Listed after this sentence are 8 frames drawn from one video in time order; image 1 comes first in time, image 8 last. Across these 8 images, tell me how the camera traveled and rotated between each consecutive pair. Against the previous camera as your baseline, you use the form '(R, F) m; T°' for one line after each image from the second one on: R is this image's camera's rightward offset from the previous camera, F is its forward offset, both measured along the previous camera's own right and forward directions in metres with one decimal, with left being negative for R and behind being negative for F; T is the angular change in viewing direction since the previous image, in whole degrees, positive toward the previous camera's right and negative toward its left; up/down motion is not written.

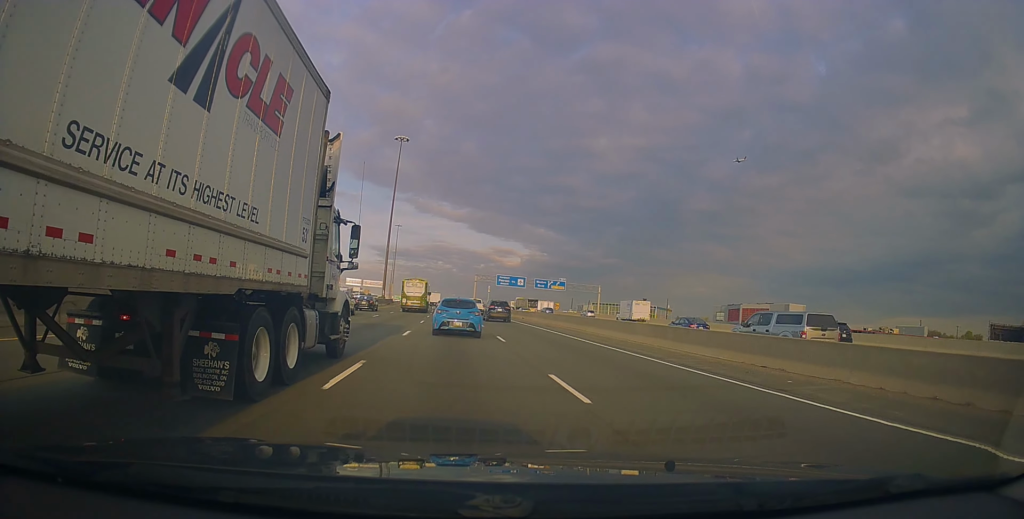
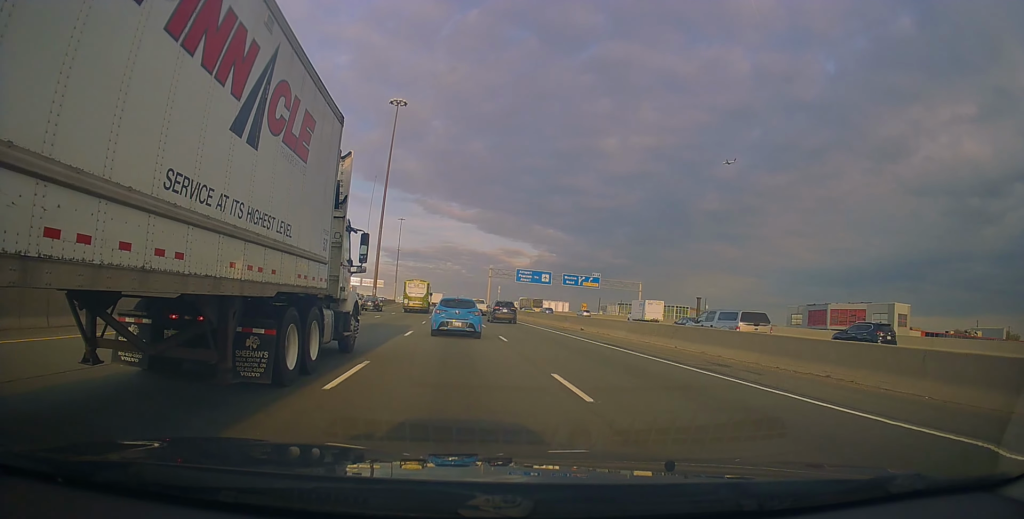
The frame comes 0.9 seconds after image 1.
(-0.3, +24.3) m; -1°
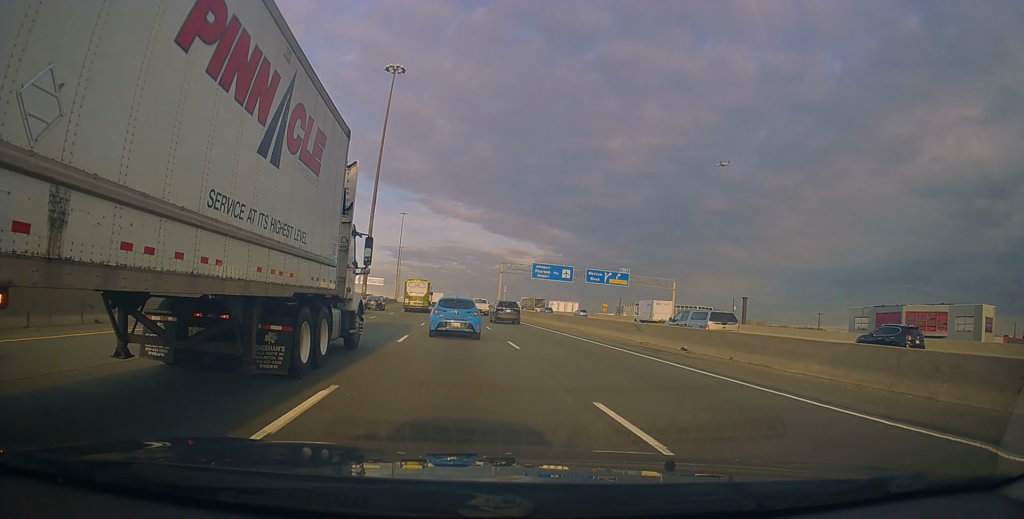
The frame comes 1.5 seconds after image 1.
(-0.2, +15.7) m; 0°
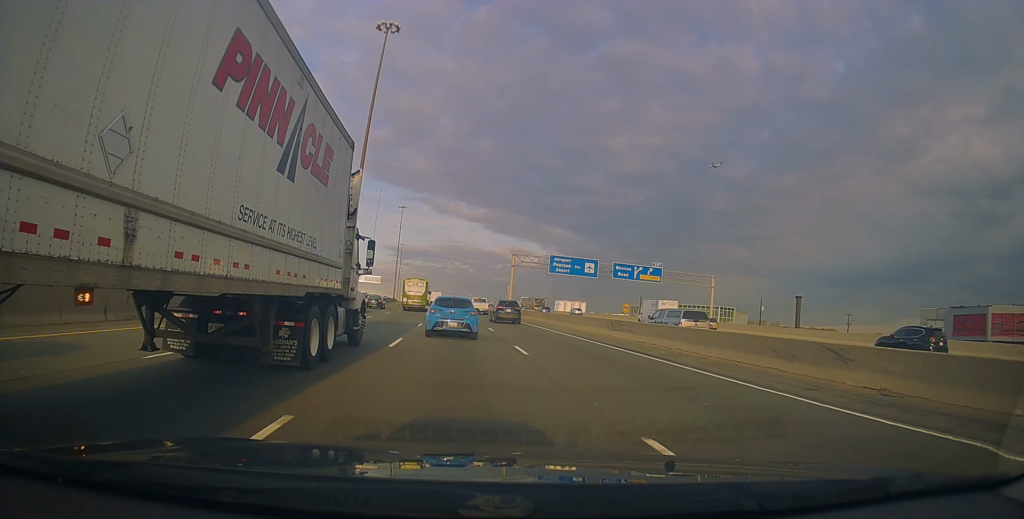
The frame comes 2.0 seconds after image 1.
(0.0, +14.3) m; 0°
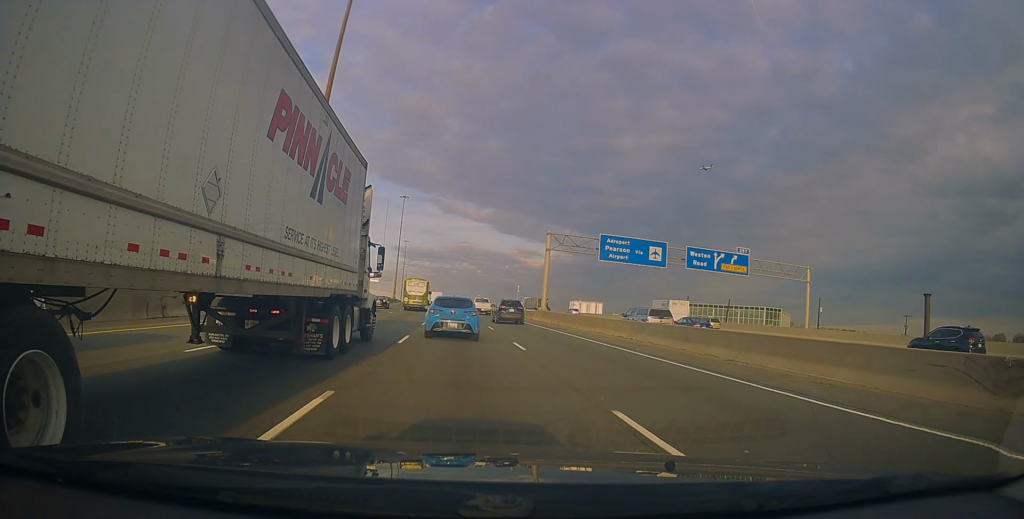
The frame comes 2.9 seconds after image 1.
(+0.2, +22.7) m; 0°
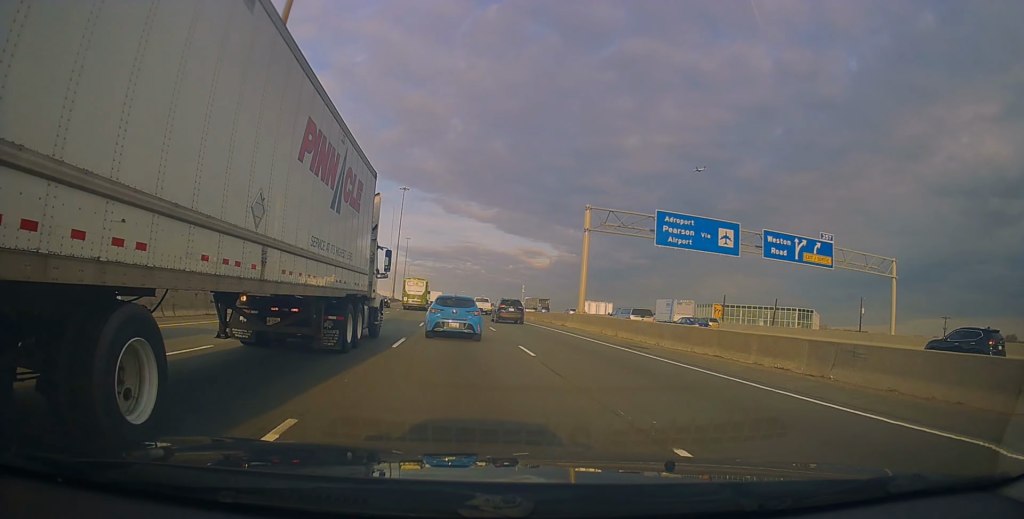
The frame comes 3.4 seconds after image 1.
(+0.4, +14.6) m; -1°
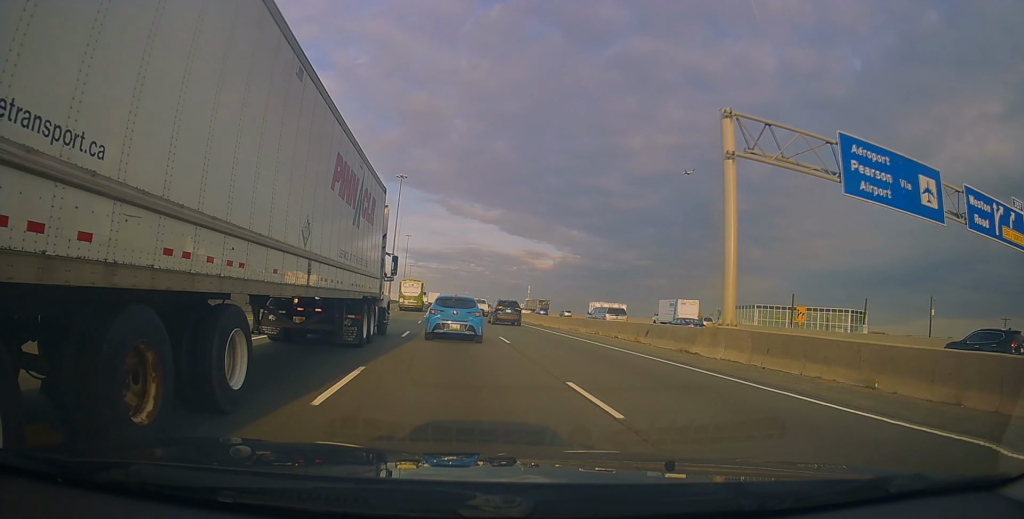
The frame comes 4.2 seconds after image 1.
(-0.8, +20.1) m; -2°
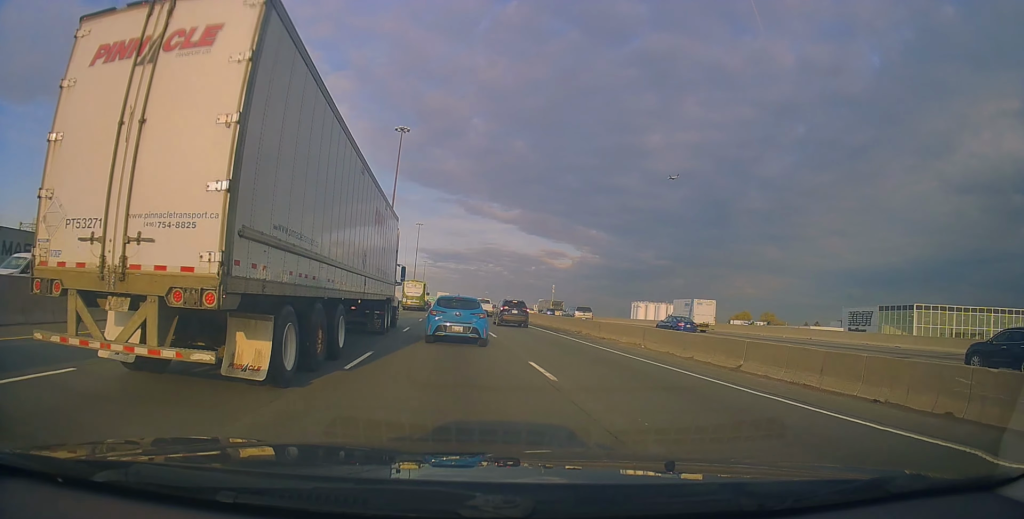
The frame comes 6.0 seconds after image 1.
(-0.8, +45.5) m; -1°
